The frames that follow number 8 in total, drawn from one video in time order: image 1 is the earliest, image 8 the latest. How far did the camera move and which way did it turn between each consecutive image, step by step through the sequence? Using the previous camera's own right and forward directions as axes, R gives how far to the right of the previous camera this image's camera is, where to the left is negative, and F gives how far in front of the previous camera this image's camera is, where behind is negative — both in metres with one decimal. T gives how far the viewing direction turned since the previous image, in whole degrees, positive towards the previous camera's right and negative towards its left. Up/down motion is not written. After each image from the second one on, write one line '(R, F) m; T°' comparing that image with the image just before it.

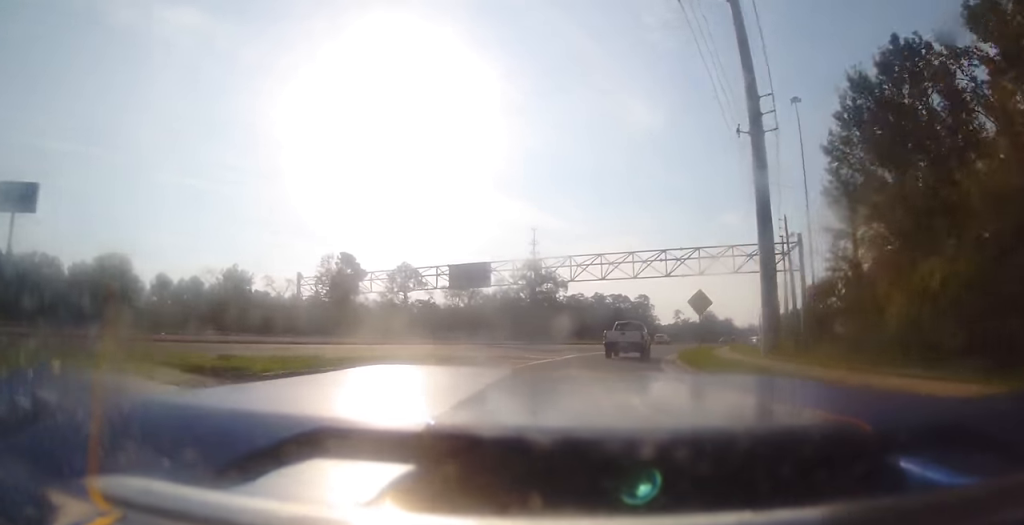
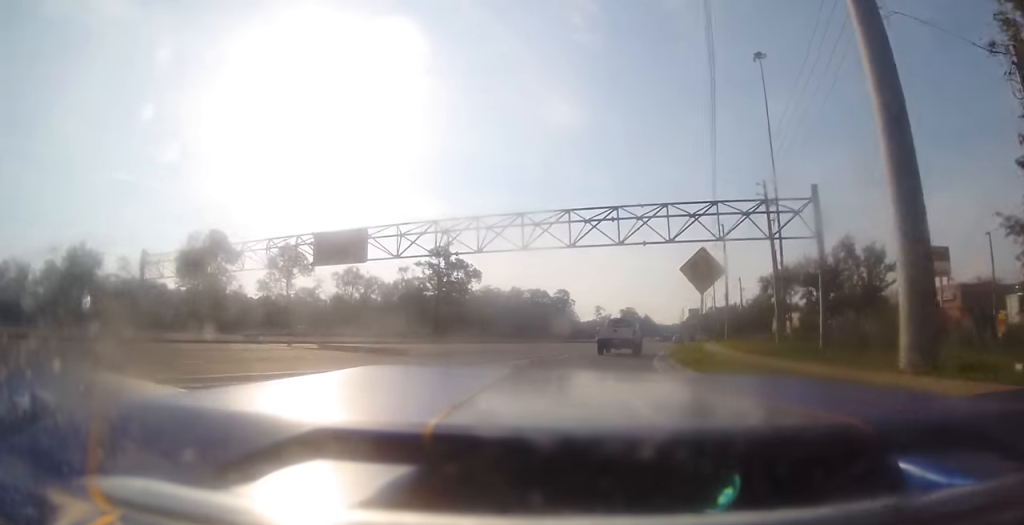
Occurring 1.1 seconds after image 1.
(+1.7, +16.4) m; +9°
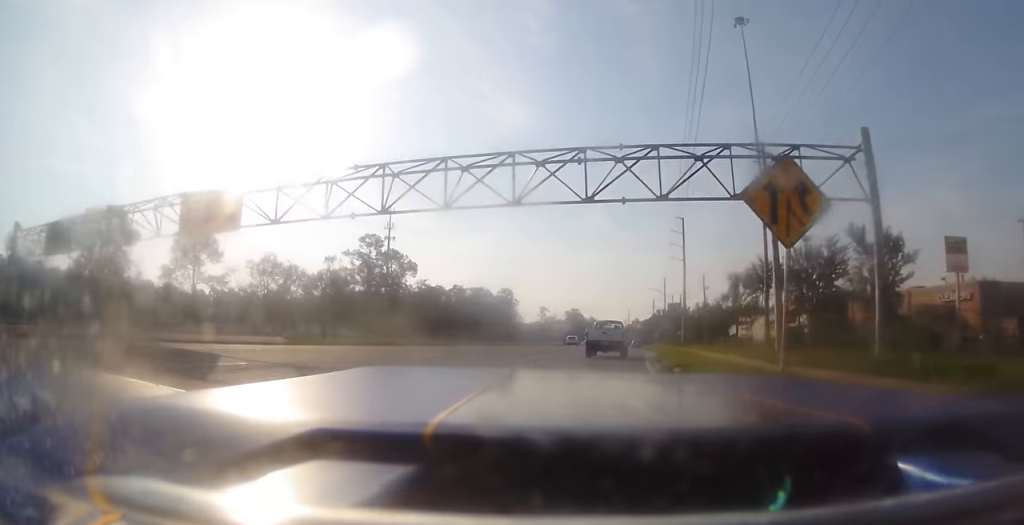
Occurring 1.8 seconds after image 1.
(+0.5, +10.9) m; +4°
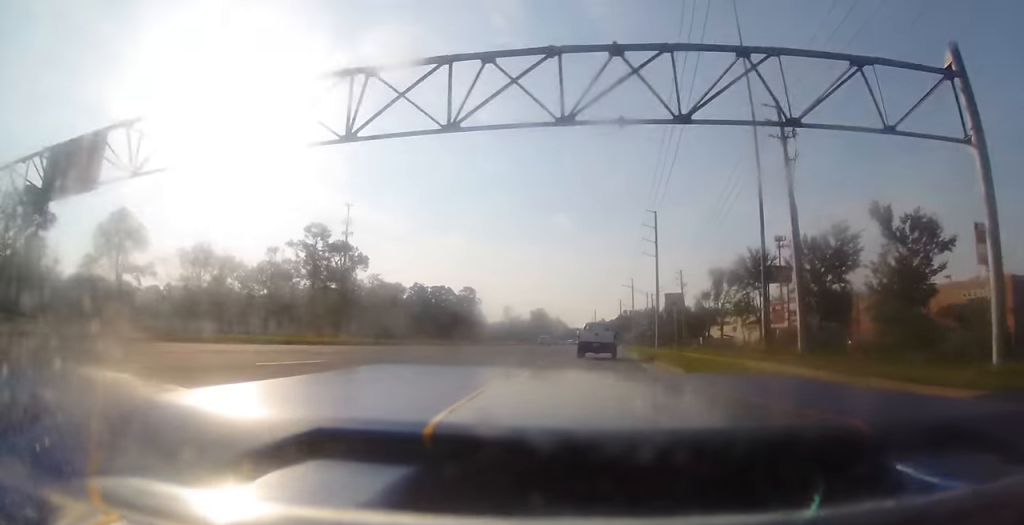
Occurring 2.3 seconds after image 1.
(0.0, +8.4) m; +3°
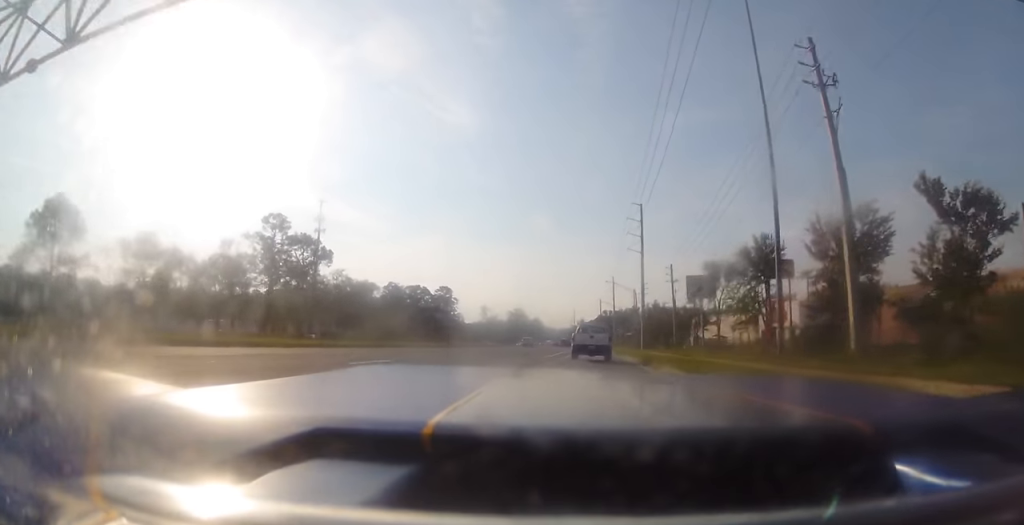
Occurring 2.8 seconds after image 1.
(+0.4, +7.8) m; +3°
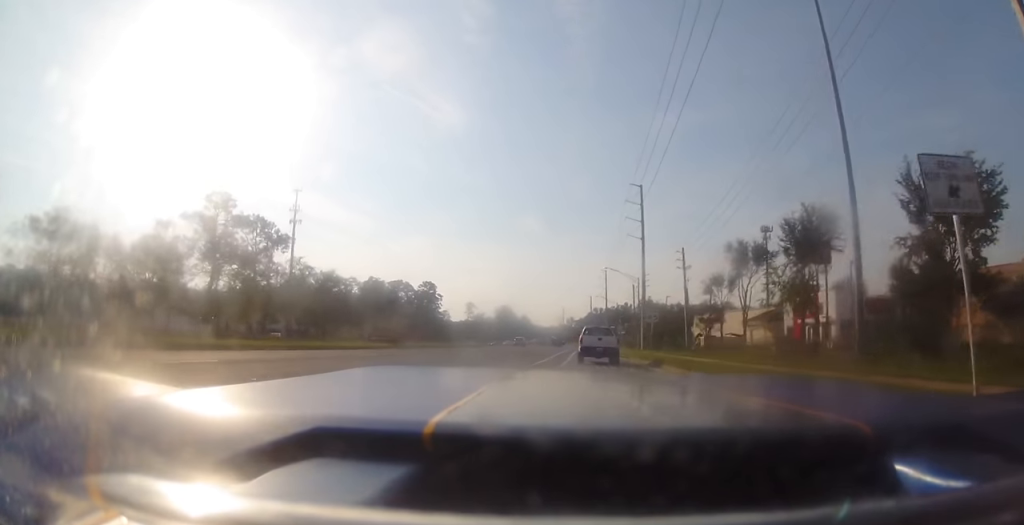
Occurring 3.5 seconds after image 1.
(+0.5, +13.1) m; +3°
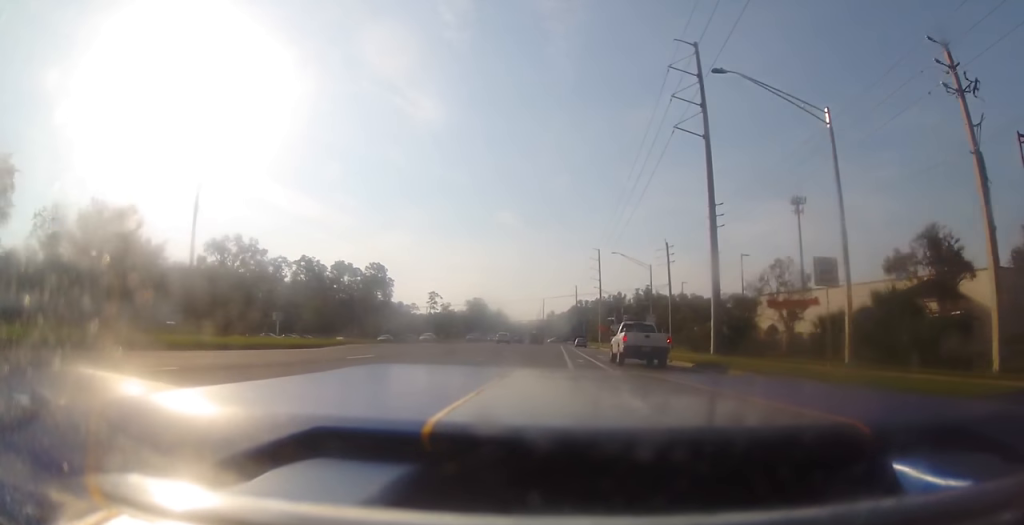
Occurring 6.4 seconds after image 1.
(+1.2, +52.3) m; +2°
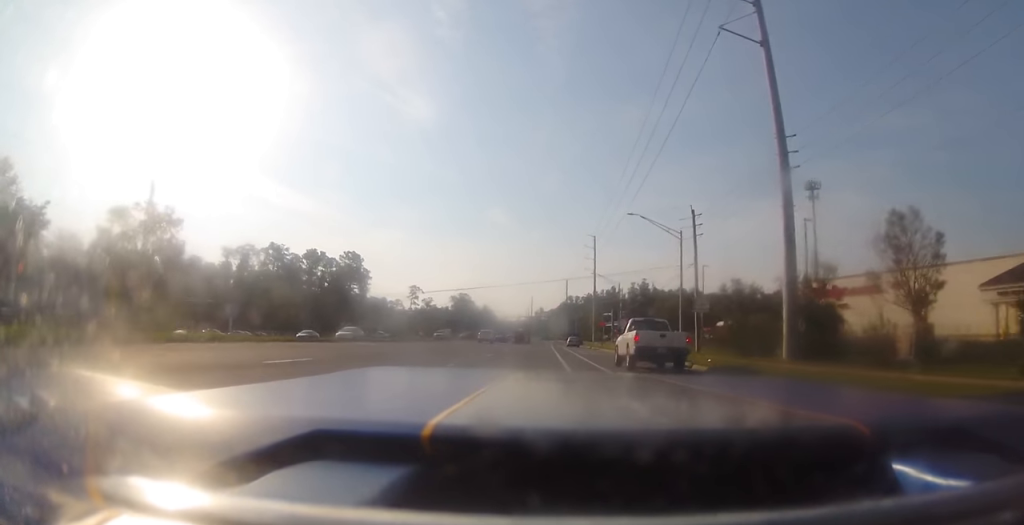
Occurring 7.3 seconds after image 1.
(+0.1, +17.7) m; 0°
